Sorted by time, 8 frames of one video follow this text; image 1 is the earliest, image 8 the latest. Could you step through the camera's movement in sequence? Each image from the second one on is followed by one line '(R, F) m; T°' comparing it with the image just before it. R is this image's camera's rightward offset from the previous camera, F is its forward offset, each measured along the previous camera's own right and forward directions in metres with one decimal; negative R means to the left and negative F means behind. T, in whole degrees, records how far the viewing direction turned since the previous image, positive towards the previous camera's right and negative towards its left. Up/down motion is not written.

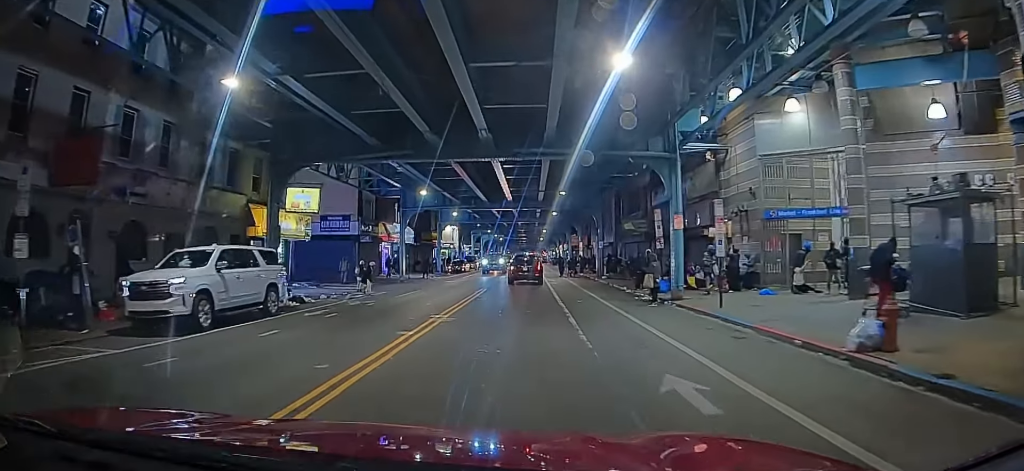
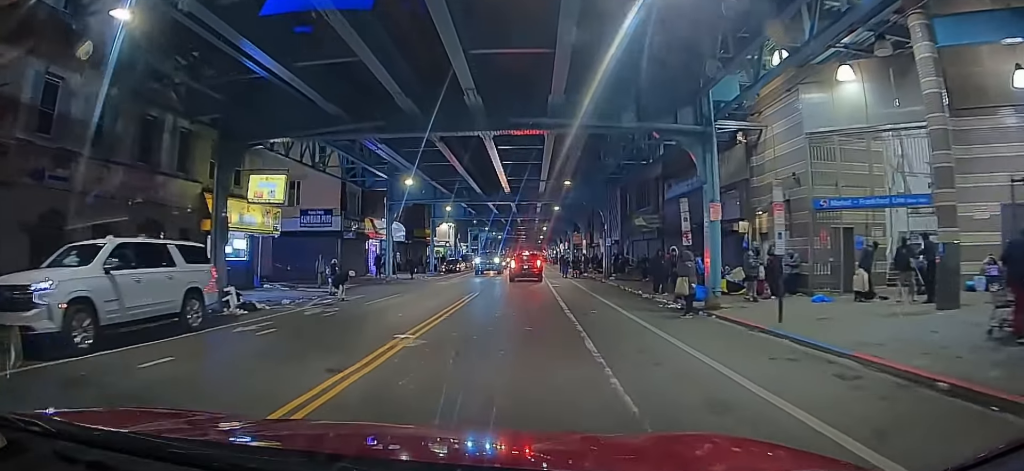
(-0.2, +2.3) m; -5°
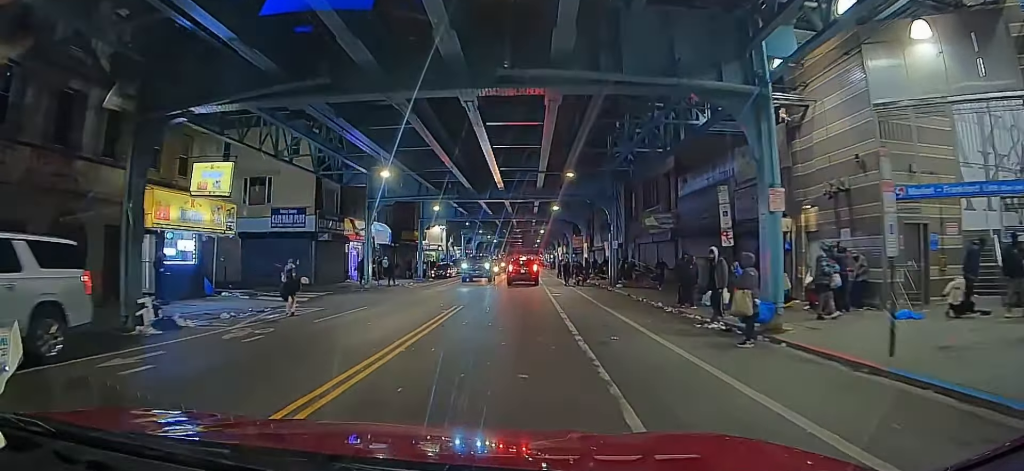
(-0.1, +2.7) m; -3°
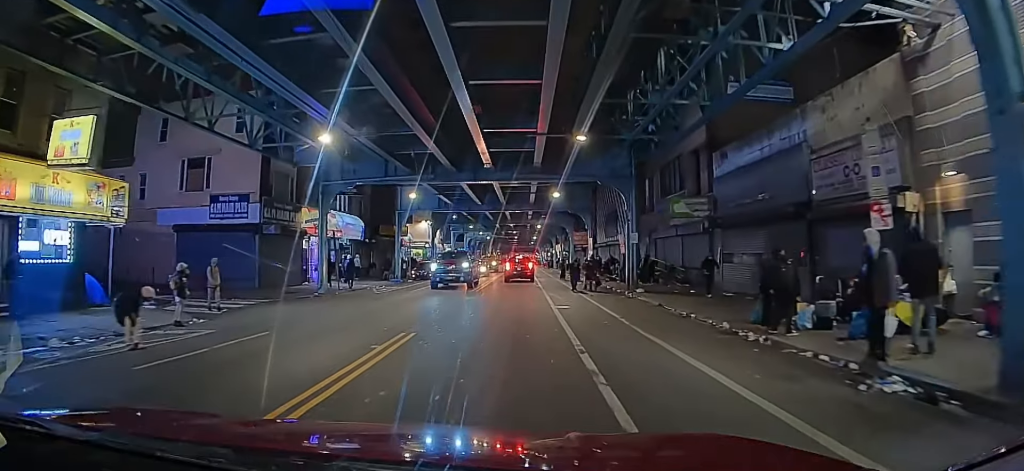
(-0.1, +5.3) m; +1°
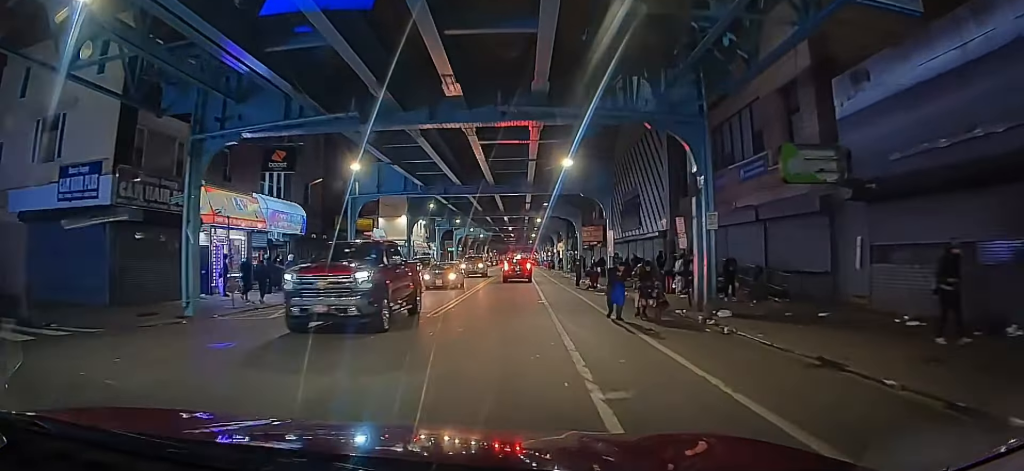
(+0.5, +10.2) m; +8°
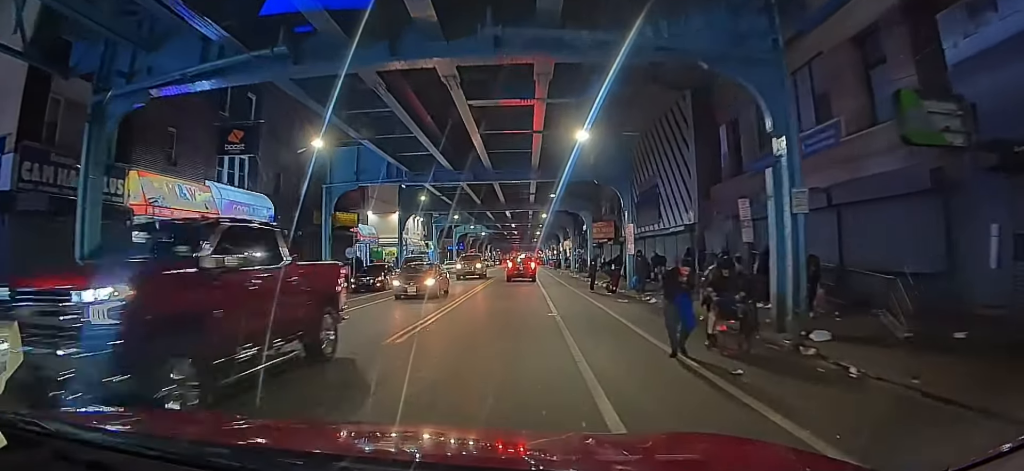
(+0.2, +4.4) m; +4°
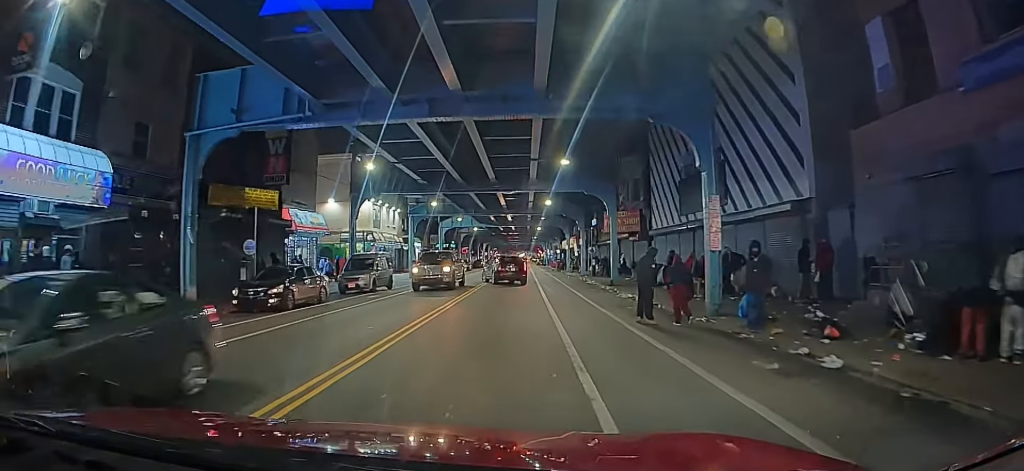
(+0.9, +12.4) m; +6°
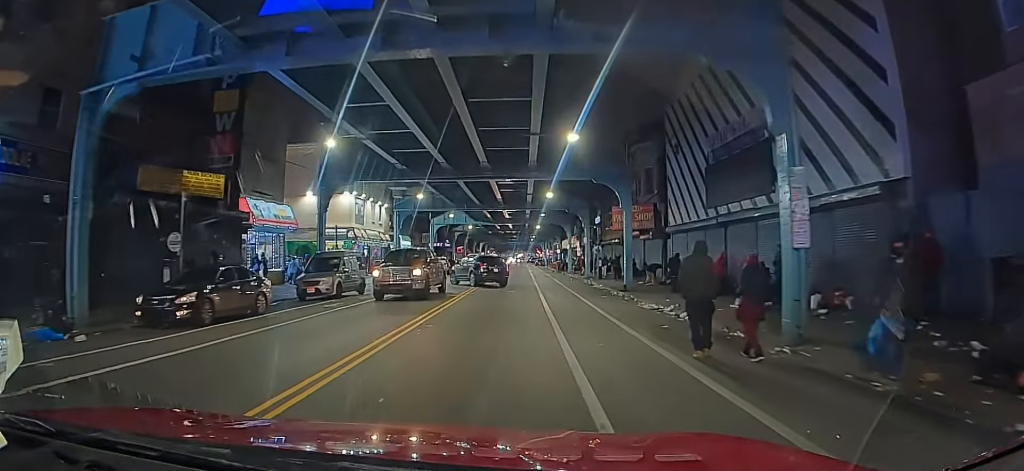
(+0.1, +4.9) m; 0°
